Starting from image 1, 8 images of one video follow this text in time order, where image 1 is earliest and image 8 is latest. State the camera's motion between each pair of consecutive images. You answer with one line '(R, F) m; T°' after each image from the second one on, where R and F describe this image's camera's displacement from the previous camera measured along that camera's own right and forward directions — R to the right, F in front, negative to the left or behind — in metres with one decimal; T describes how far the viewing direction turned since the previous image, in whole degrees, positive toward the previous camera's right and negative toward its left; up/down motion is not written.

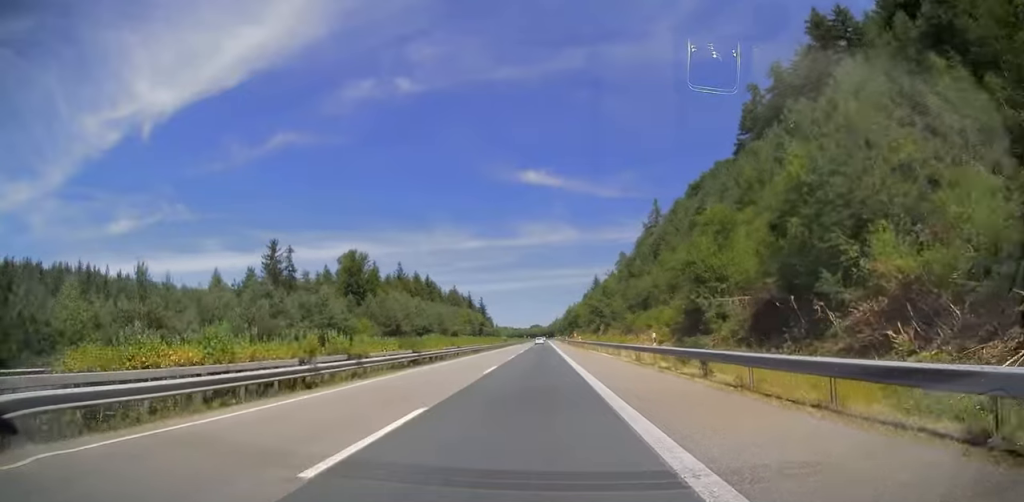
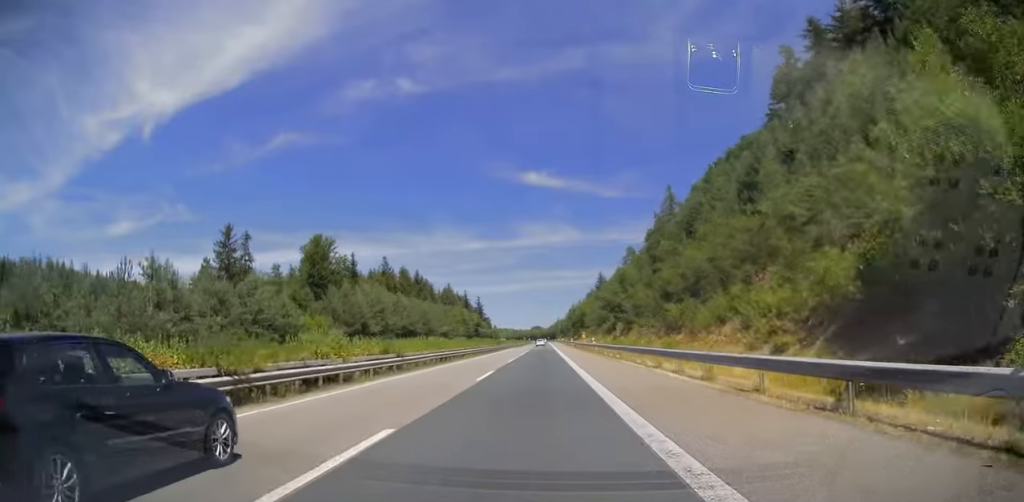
(+0.1, +20.7) m; 0°
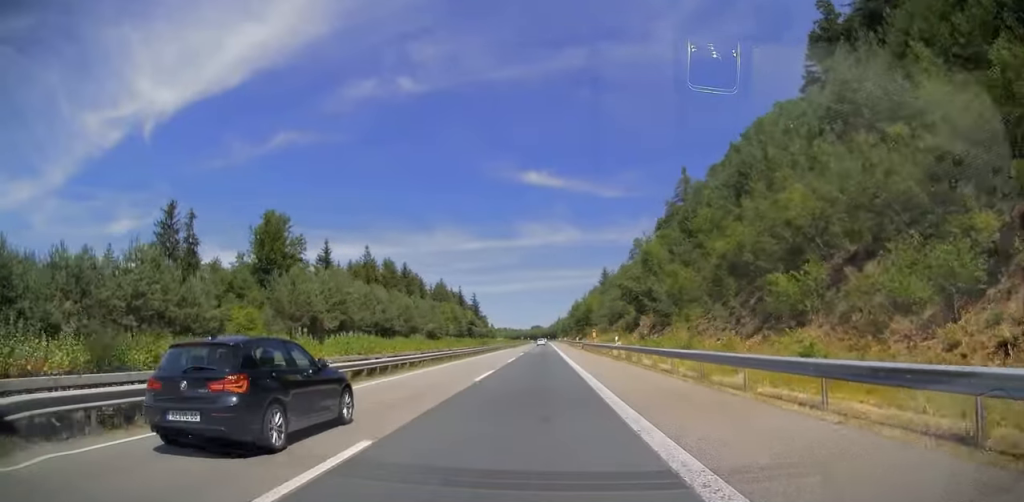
(0.0, +19.1) m; 0°
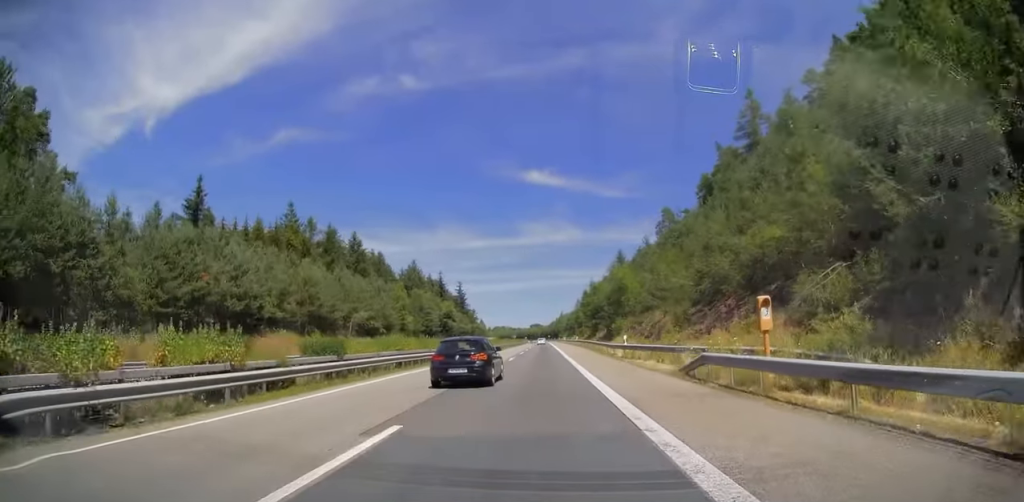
(-0.1, +53.4) m; 0°
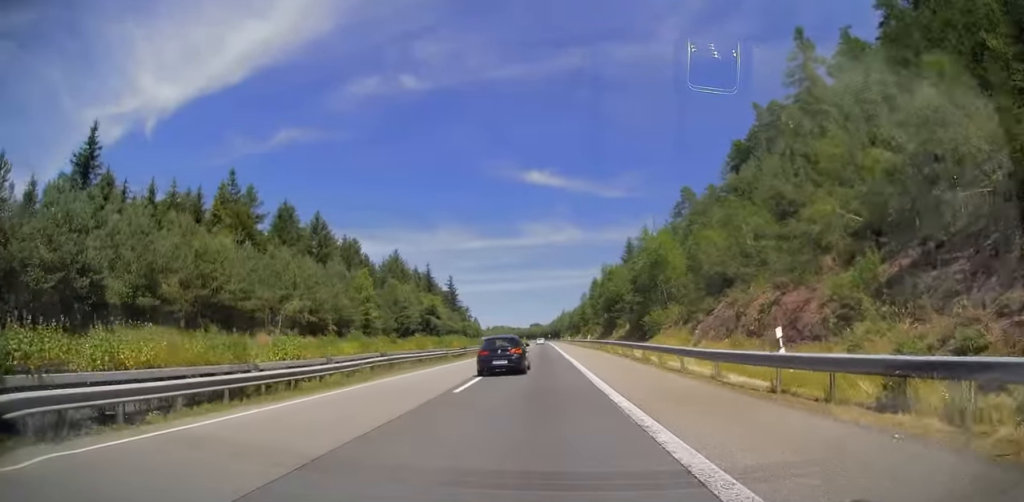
(0.0, +24.2) m; 0°
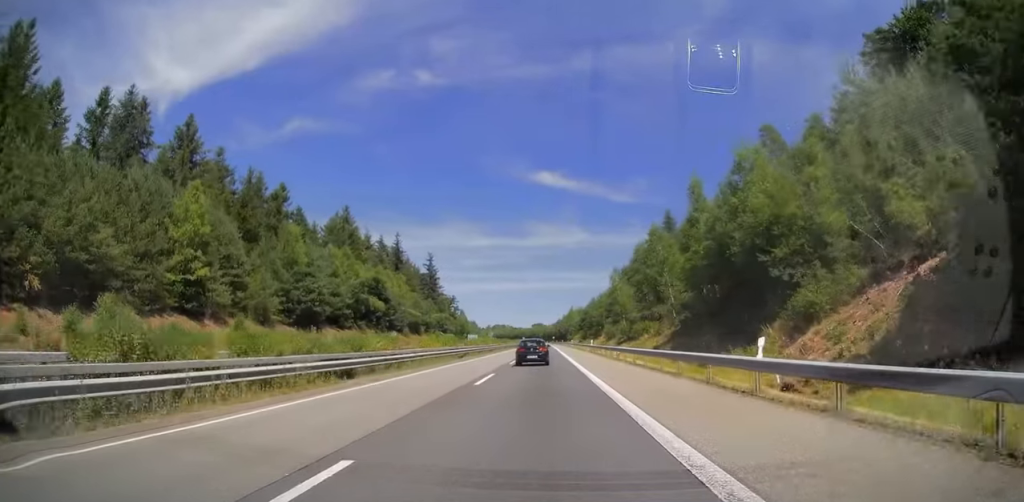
(0.0, +50.9) m; -1°
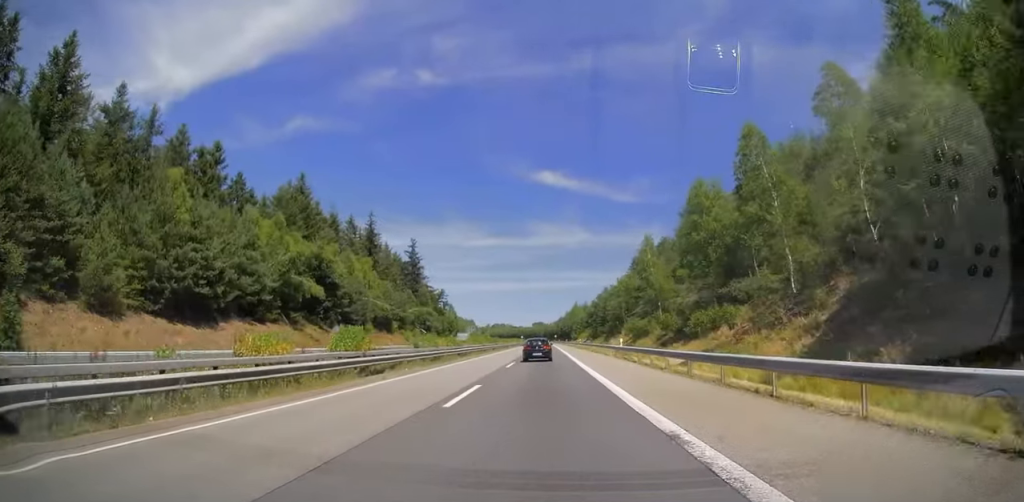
(-0.3, +24.7) m; 0°
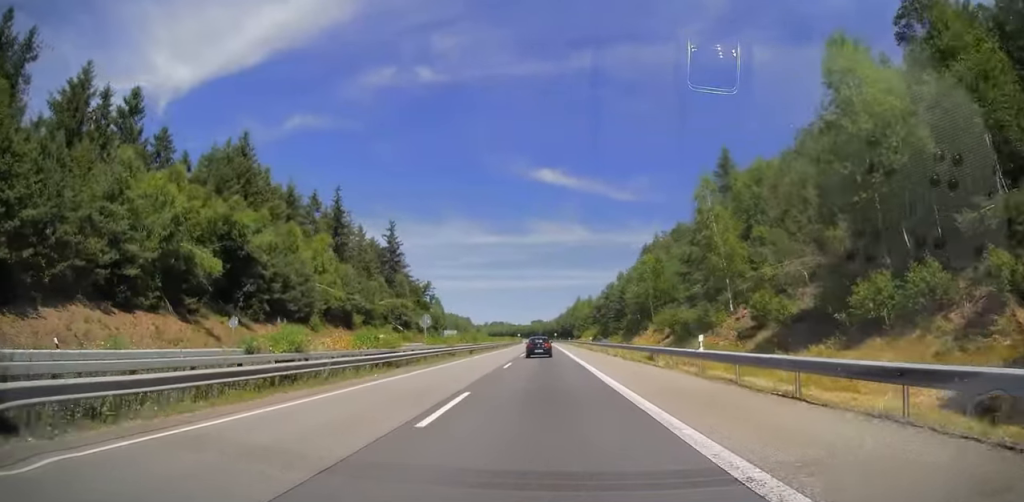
(+0.1, +21.2) m; 0°
